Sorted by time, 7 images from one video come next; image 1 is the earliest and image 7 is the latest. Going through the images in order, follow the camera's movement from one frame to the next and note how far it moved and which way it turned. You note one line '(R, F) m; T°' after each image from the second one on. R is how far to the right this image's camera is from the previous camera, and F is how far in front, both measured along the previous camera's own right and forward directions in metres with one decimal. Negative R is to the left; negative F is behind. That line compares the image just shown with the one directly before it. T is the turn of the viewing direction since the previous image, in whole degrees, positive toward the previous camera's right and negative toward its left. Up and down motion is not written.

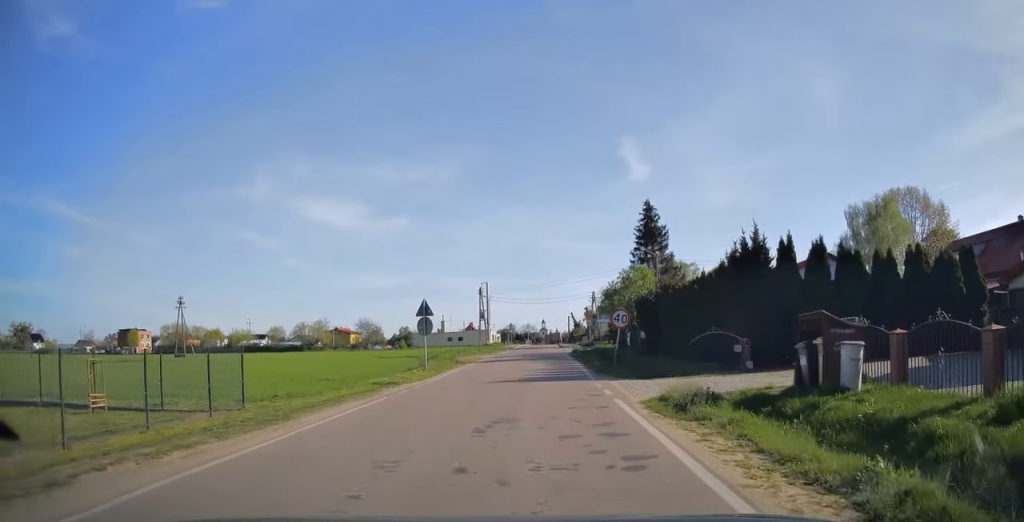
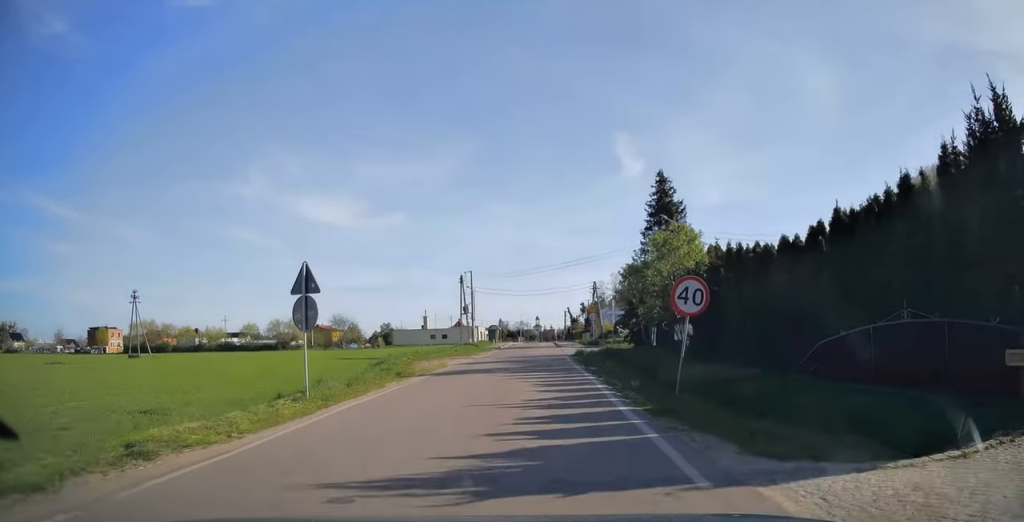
(0.0, +12.8) m; 0°
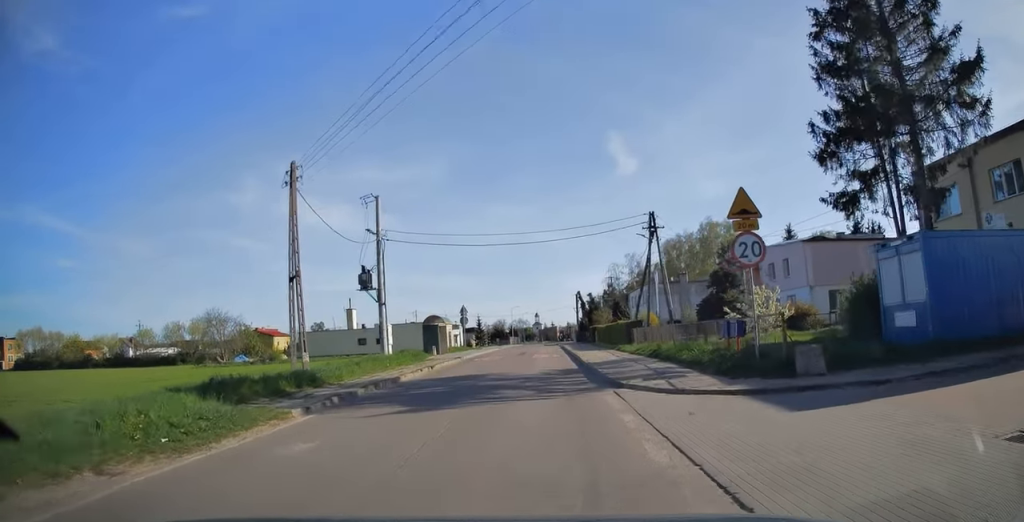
(+0.4, +45.3) m; 0°
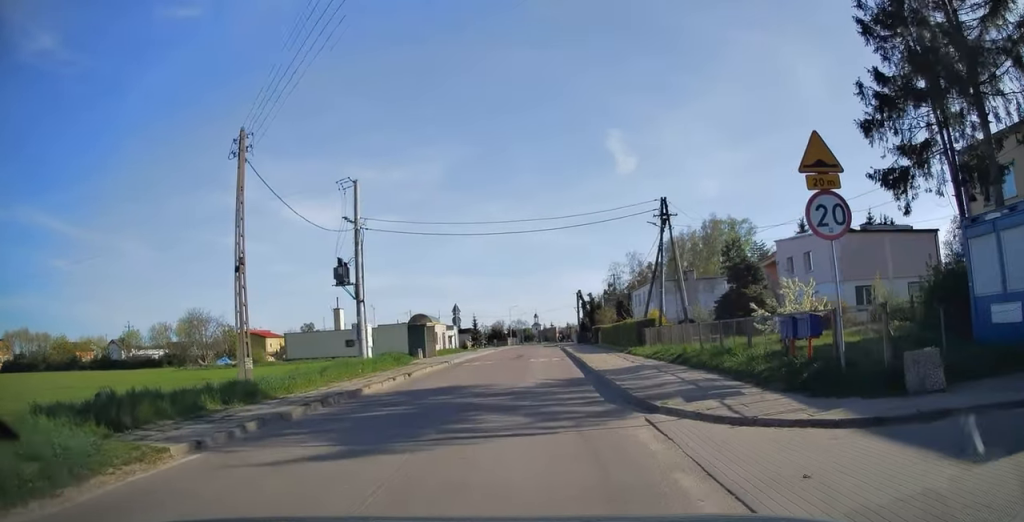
(0.0, +4.1) m; 0°
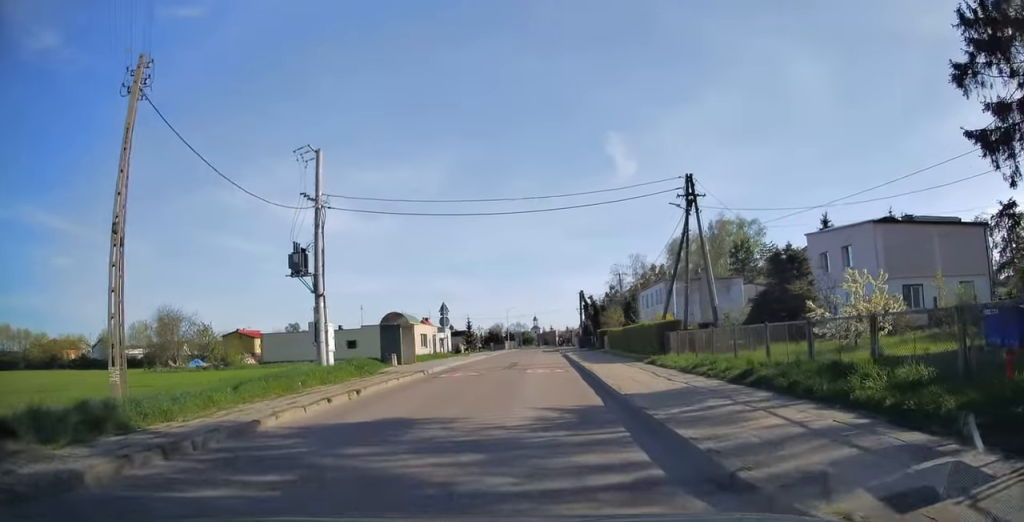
(0.0, +5.9) m; 0°
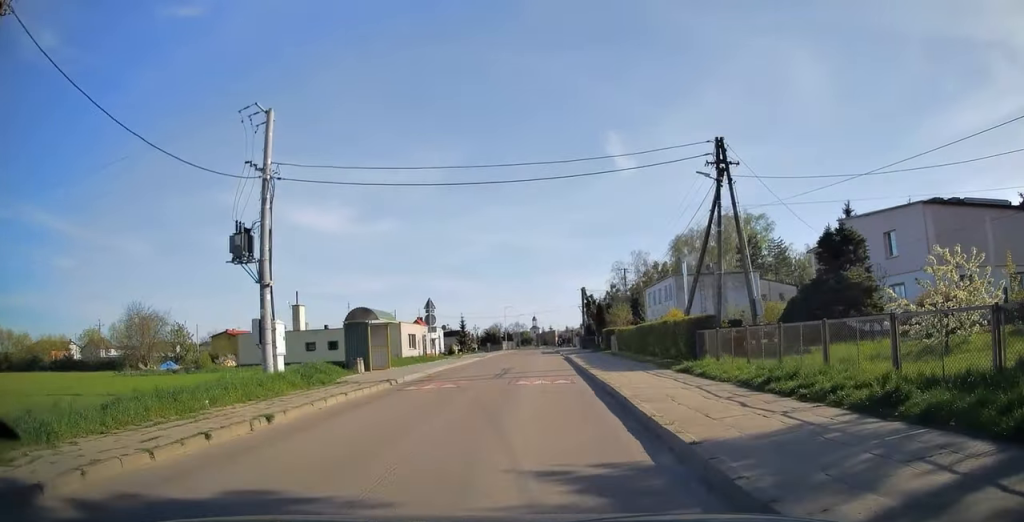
(0.0, +5.2) m; 0°
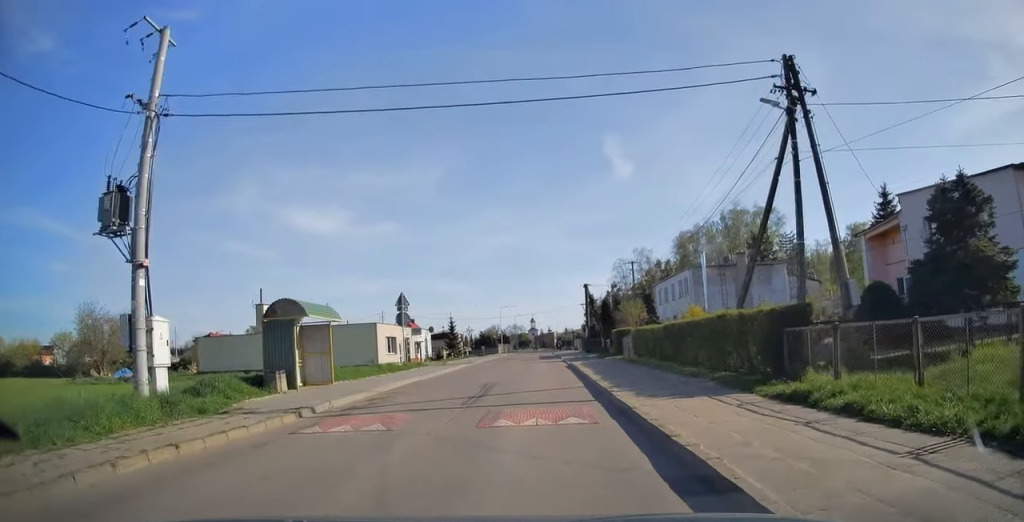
(0.0, +7.3) m; 0°
